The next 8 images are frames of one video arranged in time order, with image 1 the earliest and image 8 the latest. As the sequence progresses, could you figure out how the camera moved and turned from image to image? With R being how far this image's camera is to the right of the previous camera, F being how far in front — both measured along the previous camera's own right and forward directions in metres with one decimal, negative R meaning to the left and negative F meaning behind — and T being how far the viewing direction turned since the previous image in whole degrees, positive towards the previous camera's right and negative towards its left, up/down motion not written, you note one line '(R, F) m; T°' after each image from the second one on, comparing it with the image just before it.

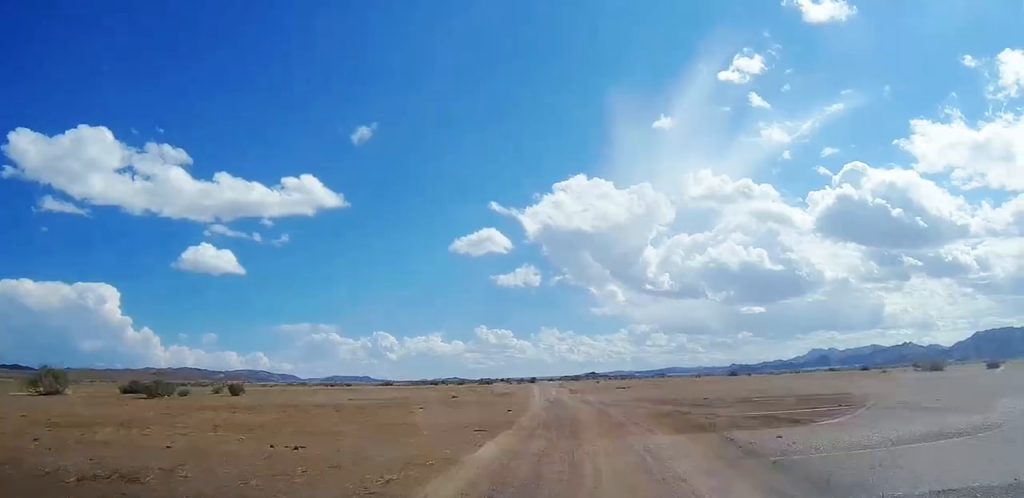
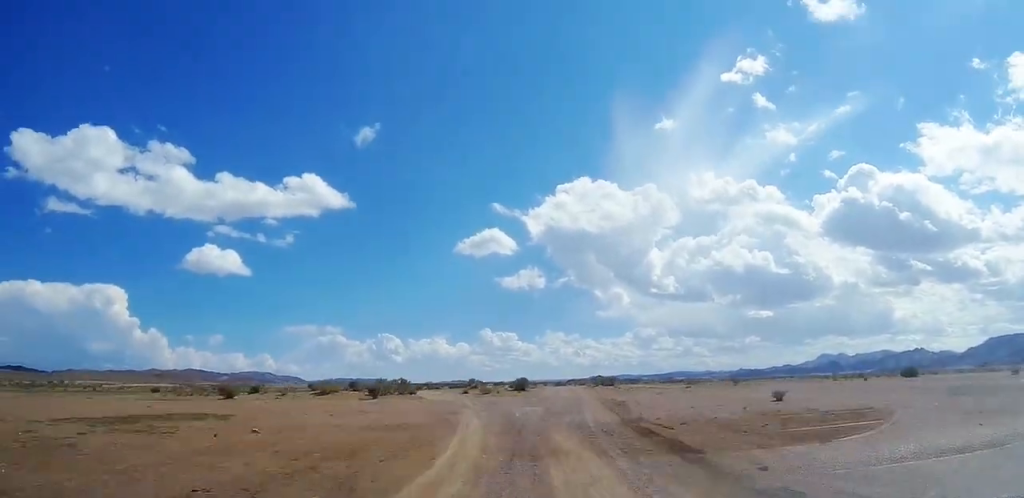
(+1.5, +74.7) m; 0°
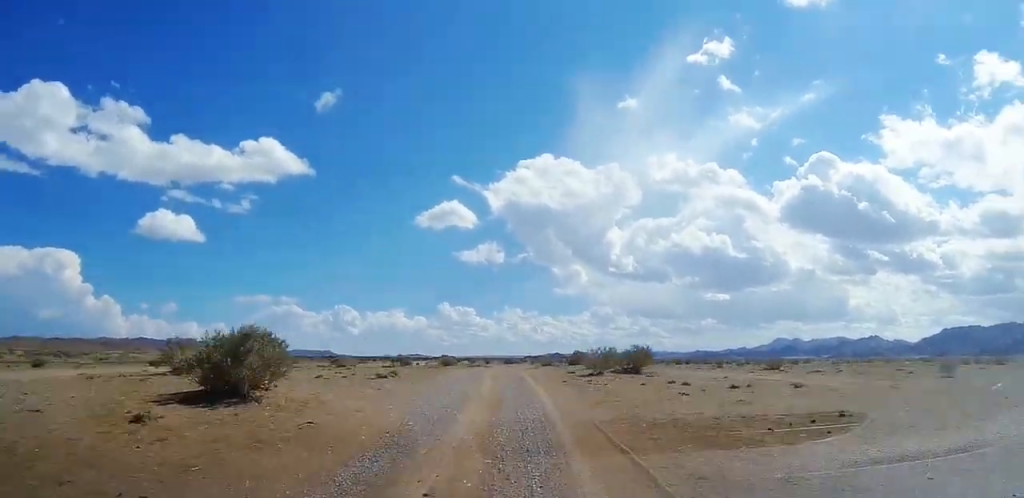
(+0.5, +50.8) m; -2°
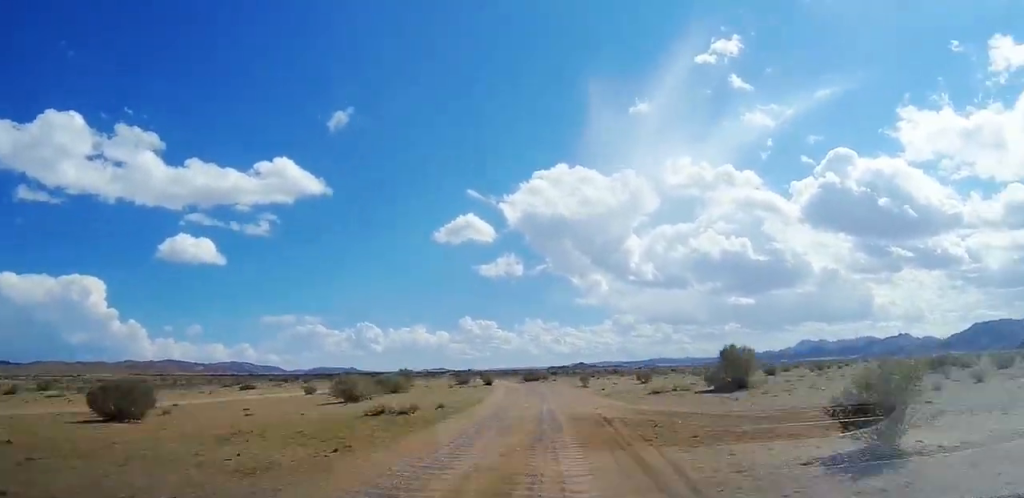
(+1.2, +47.2) m; -2°
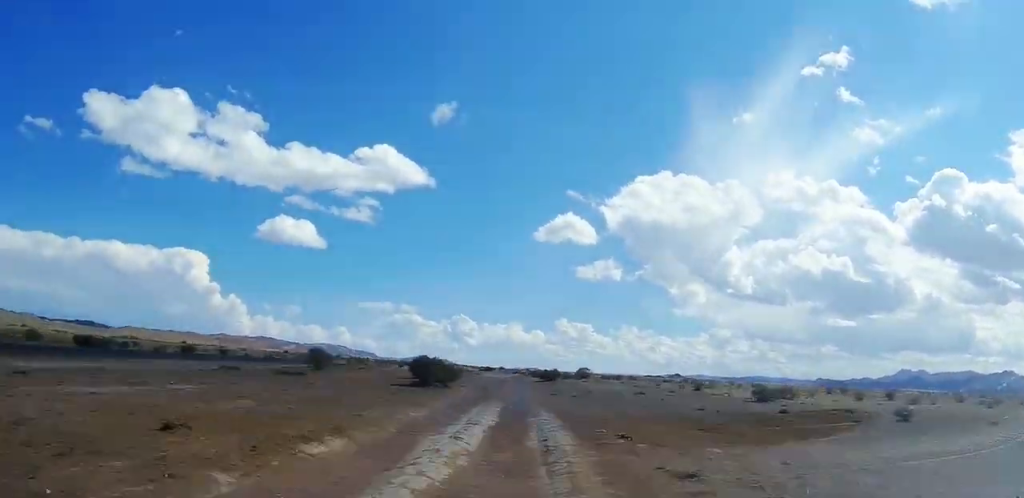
(-7.3, +95.1) m; -3°
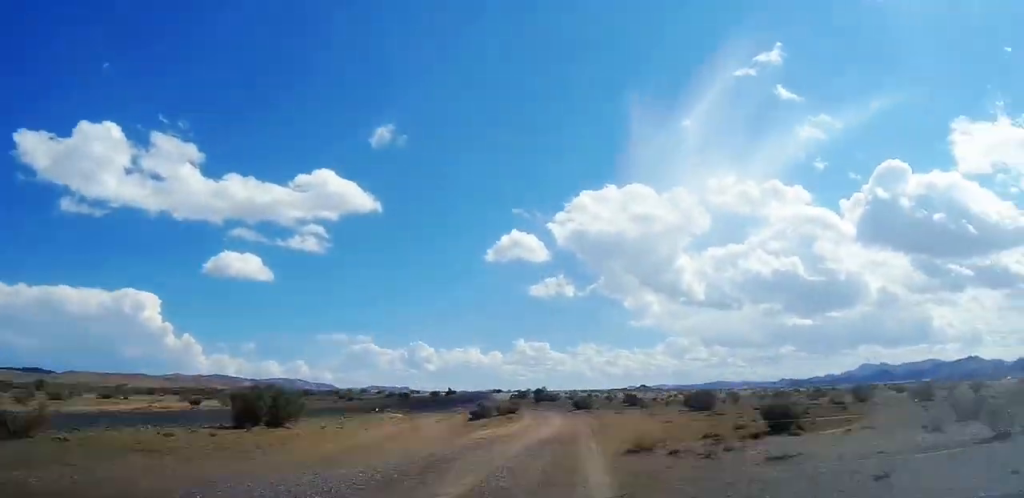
(+1.5, +128.5) m; +1°
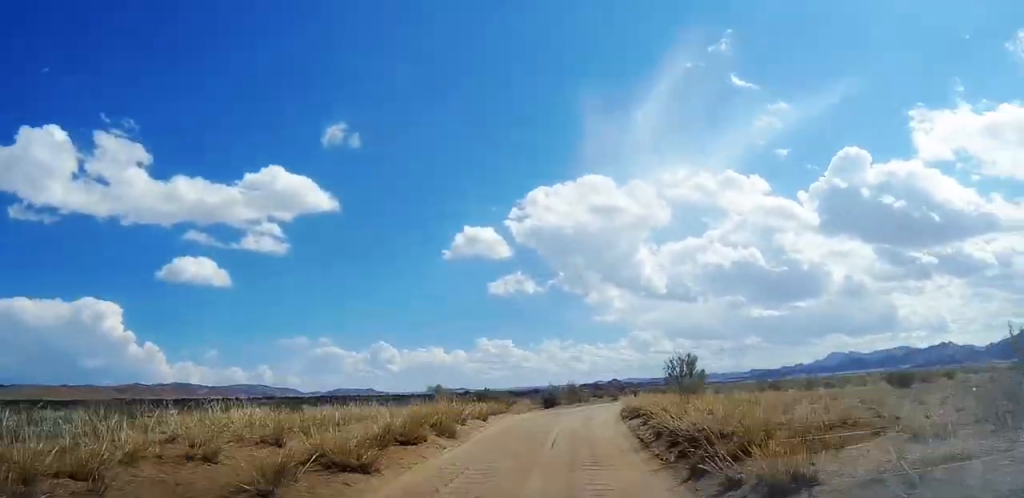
(+17.8, +165.1) m; +8°
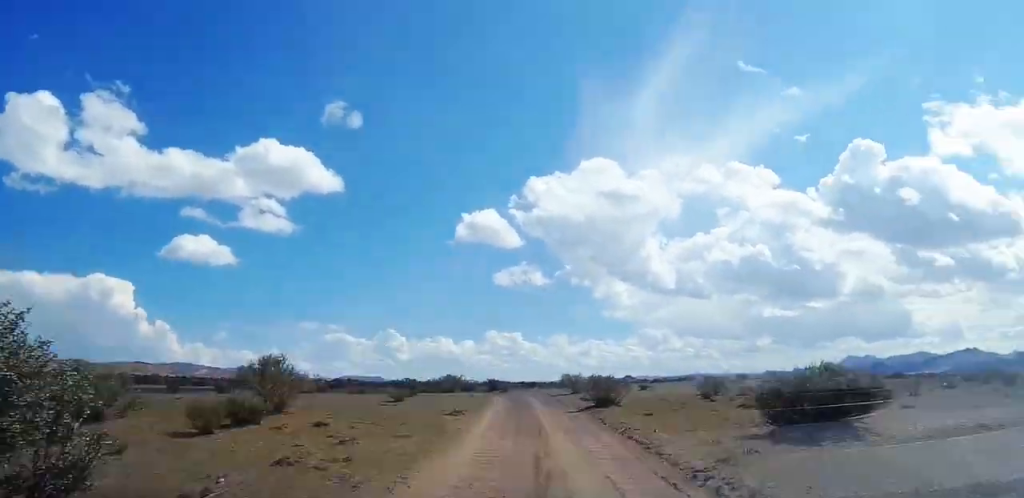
(-28.6, +218.0) m; -13°
